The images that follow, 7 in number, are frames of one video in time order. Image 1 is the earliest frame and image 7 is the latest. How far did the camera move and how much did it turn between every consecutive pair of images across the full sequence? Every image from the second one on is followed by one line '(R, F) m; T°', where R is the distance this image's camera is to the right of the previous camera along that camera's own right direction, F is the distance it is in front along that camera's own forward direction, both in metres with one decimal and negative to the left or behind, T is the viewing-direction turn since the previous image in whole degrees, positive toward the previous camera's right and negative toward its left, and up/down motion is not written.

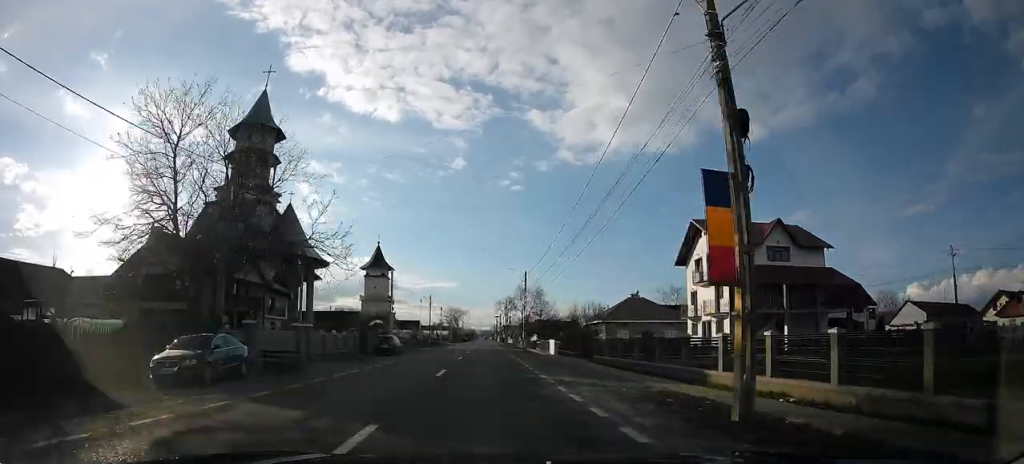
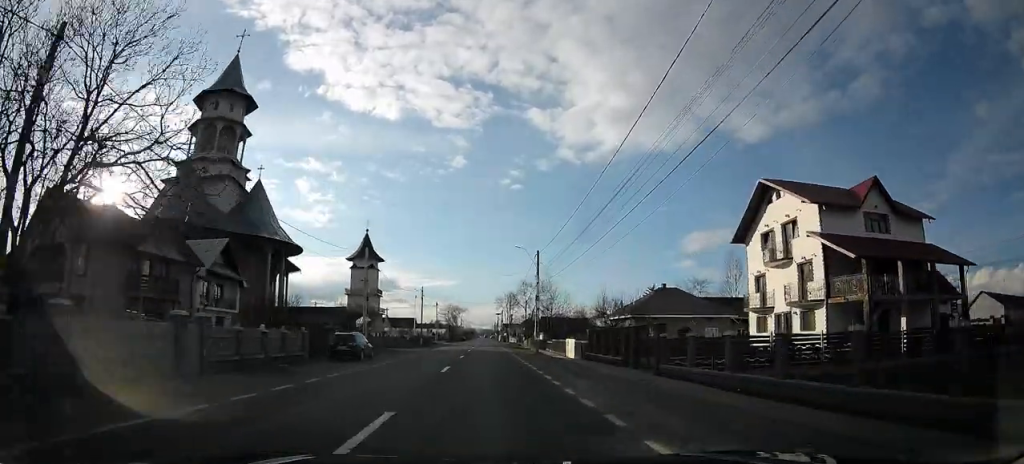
(-0.3, +10.7) m; 0°
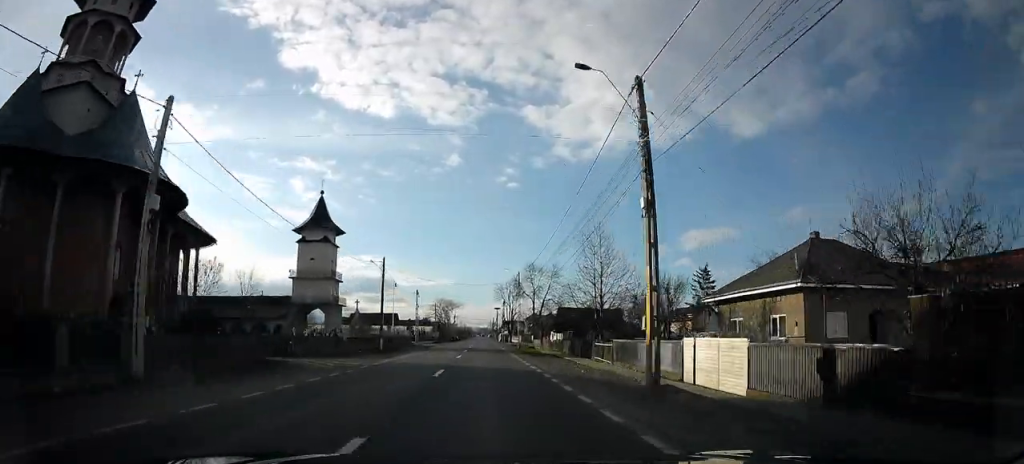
(+0.2, +25.8) m; 0°
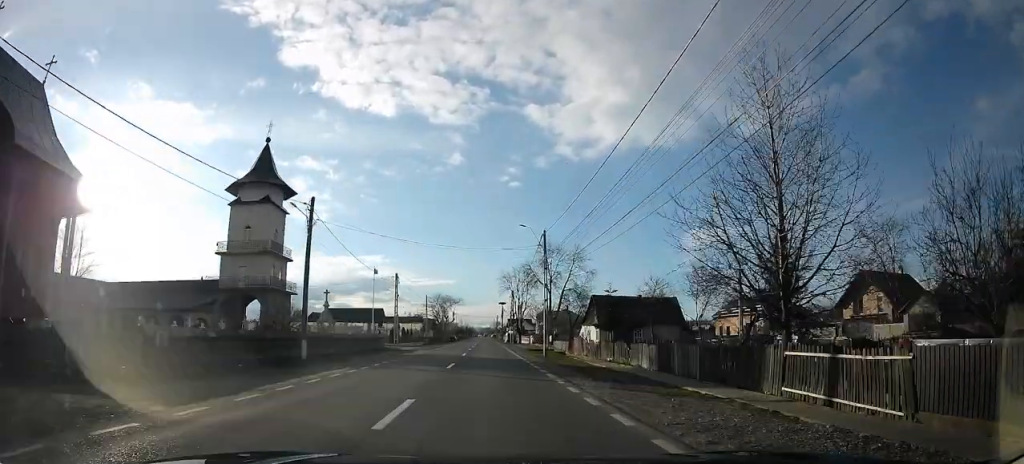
(-0.4, +20.8) m; -1°
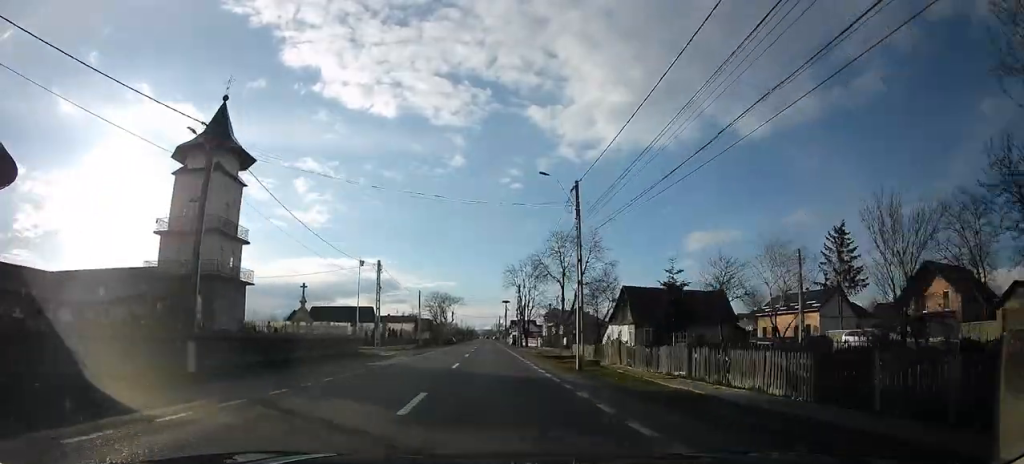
(+0.3, +11.0) m; -1°
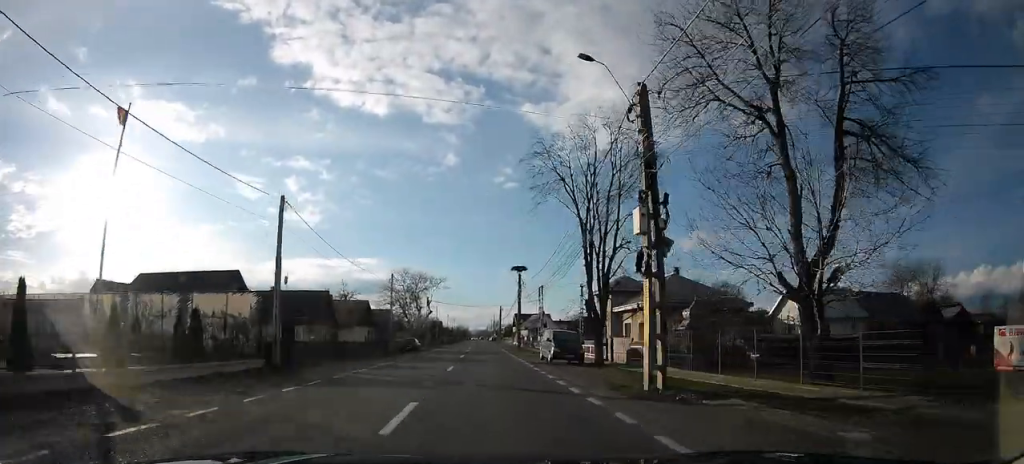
(+0.3, +49.4) m; 0°
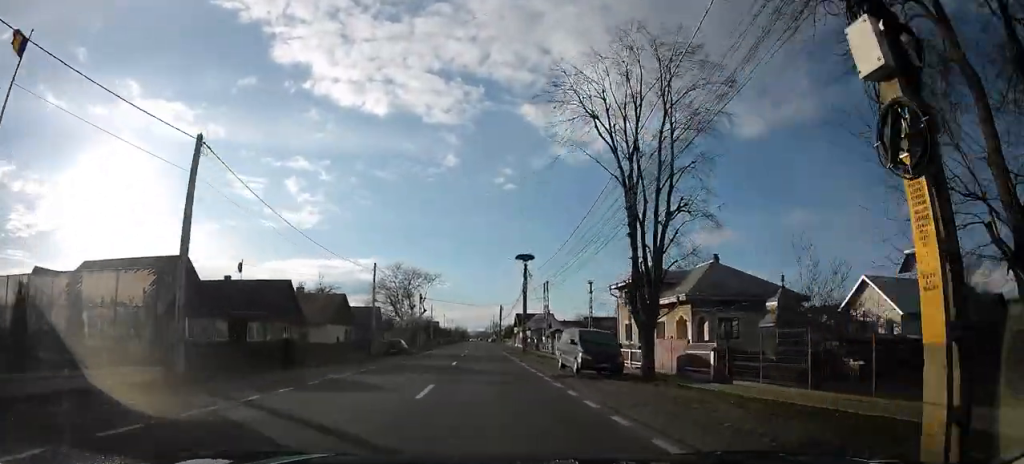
(0.0, +8.0) m; 0°
